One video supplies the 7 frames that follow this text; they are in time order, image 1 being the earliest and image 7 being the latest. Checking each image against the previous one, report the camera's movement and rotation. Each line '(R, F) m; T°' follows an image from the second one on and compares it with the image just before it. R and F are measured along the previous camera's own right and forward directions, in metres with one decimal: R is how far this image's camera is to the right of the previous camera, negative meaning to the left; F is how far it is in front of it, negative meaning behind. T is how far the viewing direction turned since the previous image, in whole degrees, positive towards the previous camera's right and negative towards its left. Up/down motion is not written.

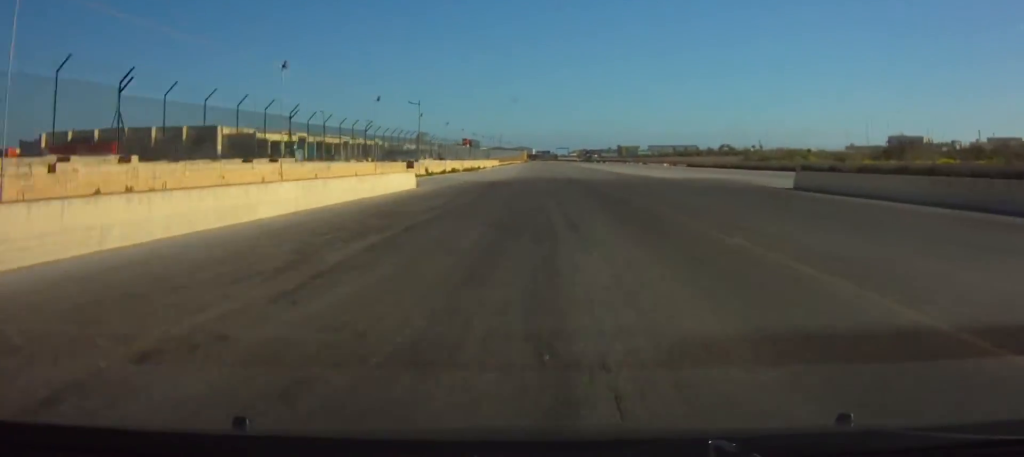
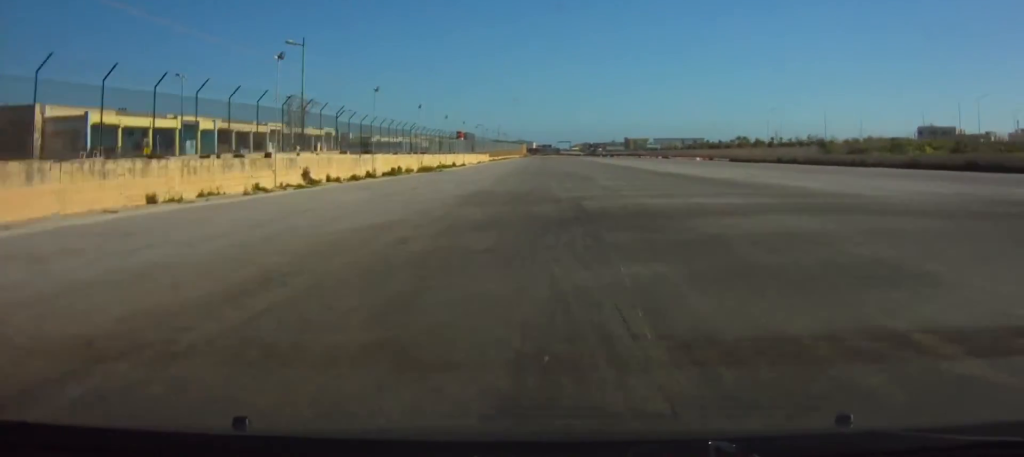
(+0.2, +45.3) m; 0°
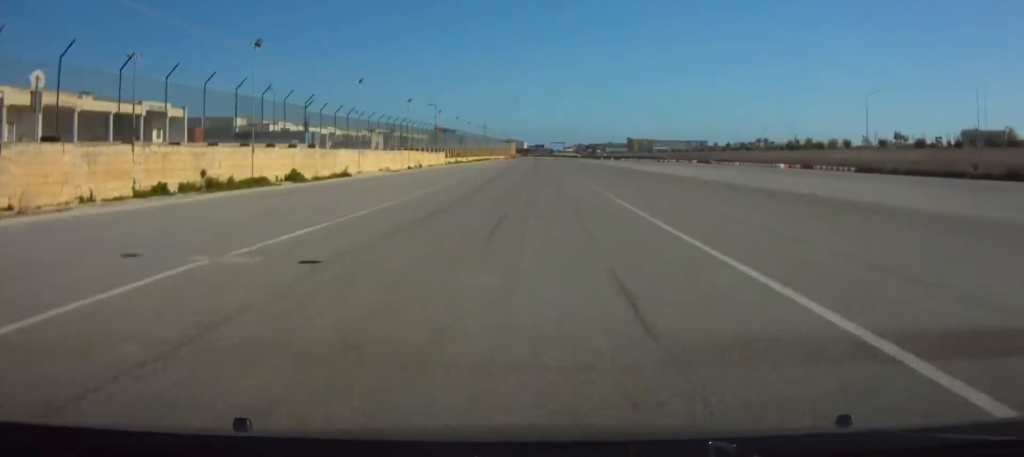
(0.0, +69.5) m; 0°
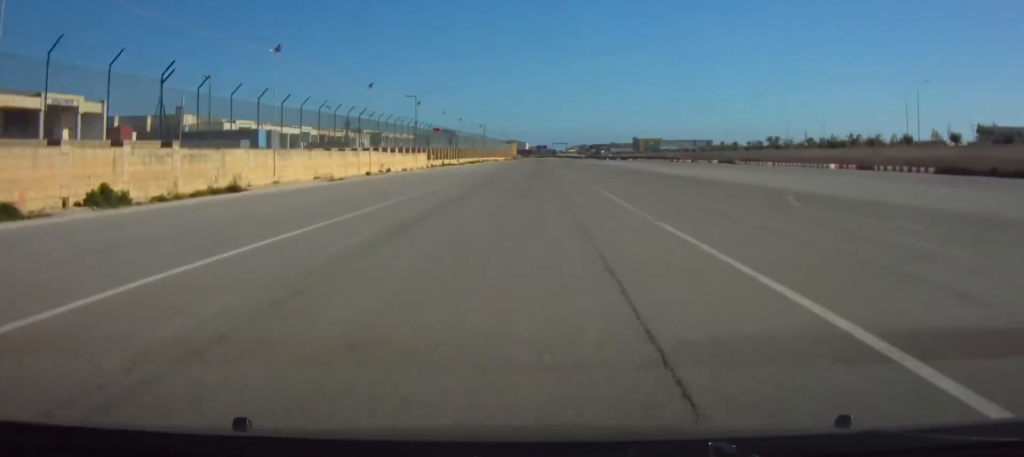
(0.0, +20.0) m; 0°
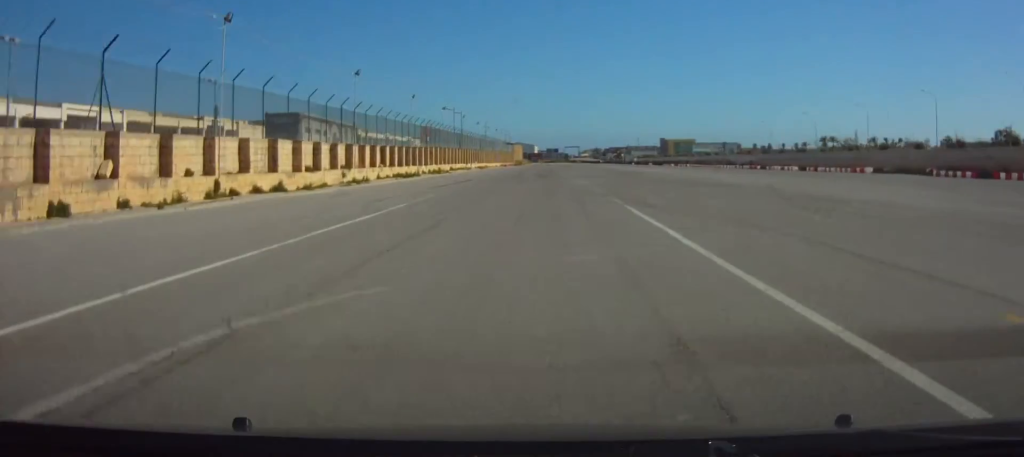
(-0.2, +78.4) m; 0°
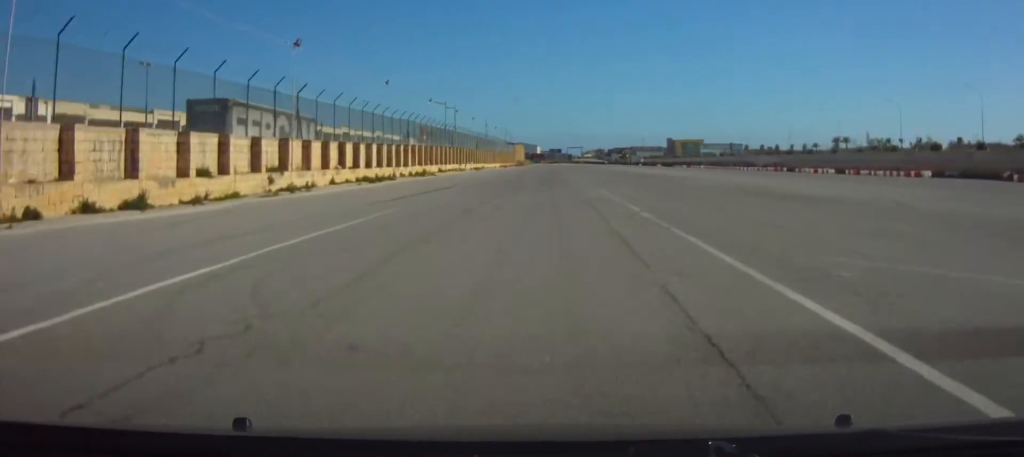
(0.0, +14.8) m; 0°
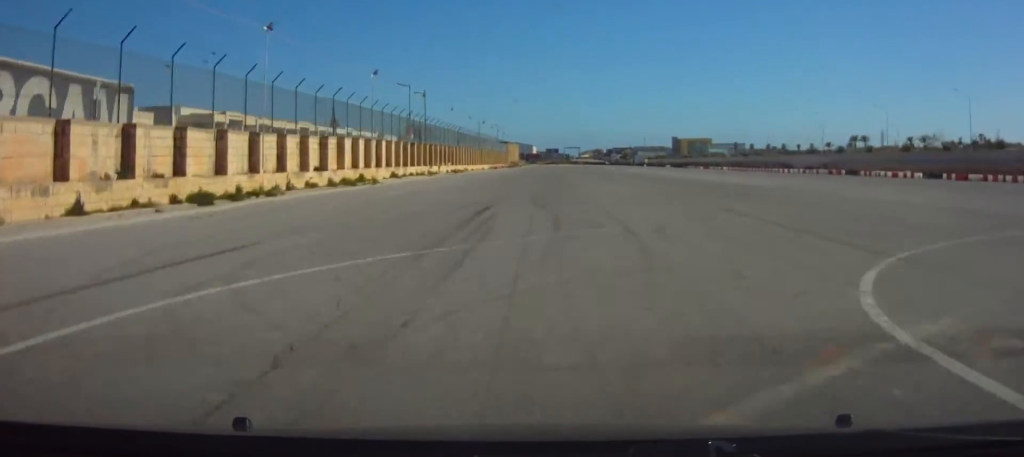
(0.0, +27.2) m; 0°
